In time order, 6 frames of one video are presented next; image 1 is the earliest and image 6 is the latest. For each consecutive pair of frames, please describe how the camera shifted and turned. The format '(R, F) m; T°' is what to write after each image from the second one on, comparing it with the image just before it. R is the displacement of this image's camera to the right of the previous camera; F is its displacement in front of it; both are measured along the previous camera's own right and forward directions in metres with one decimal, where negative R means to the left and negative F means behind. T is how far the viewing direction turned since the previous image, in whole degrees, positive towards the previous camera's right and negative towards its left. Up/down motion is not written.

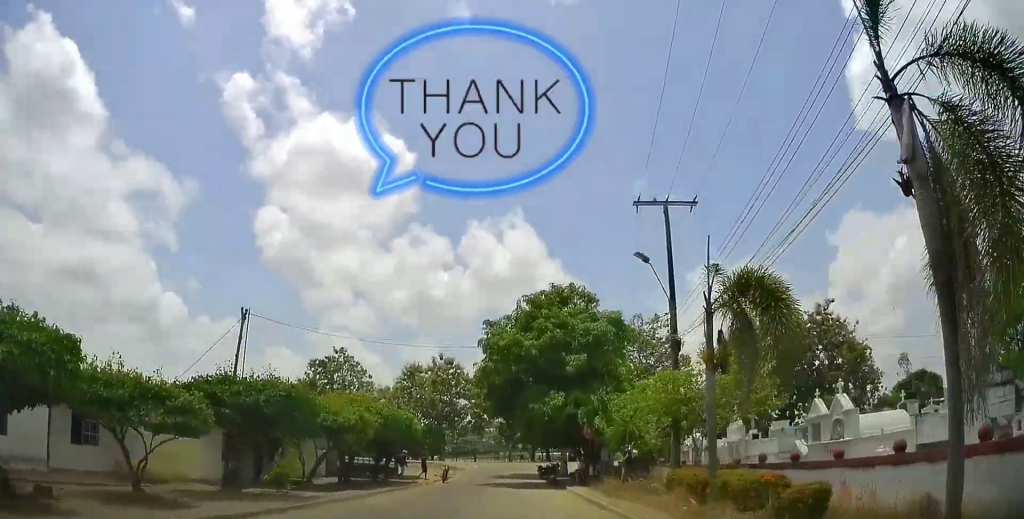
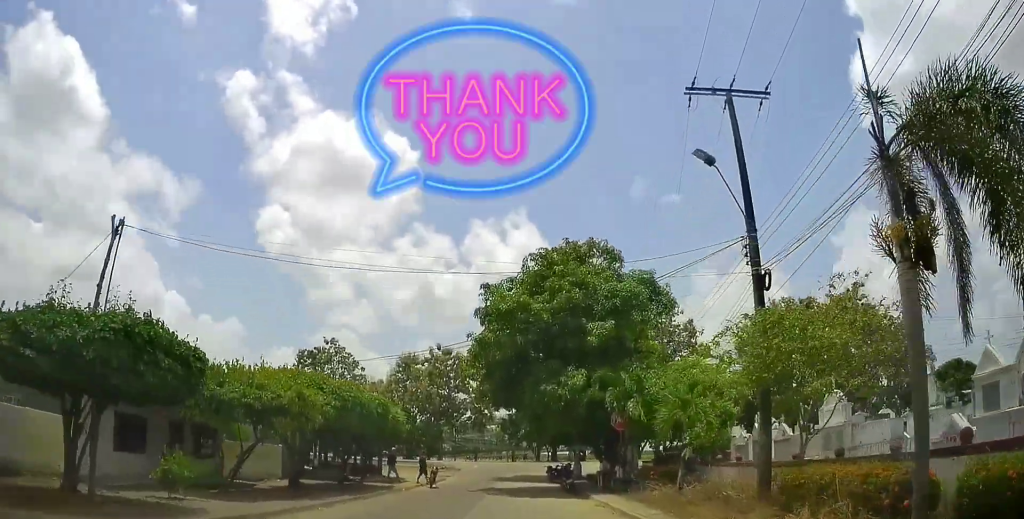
(-0.2, +6.9) m; 0°
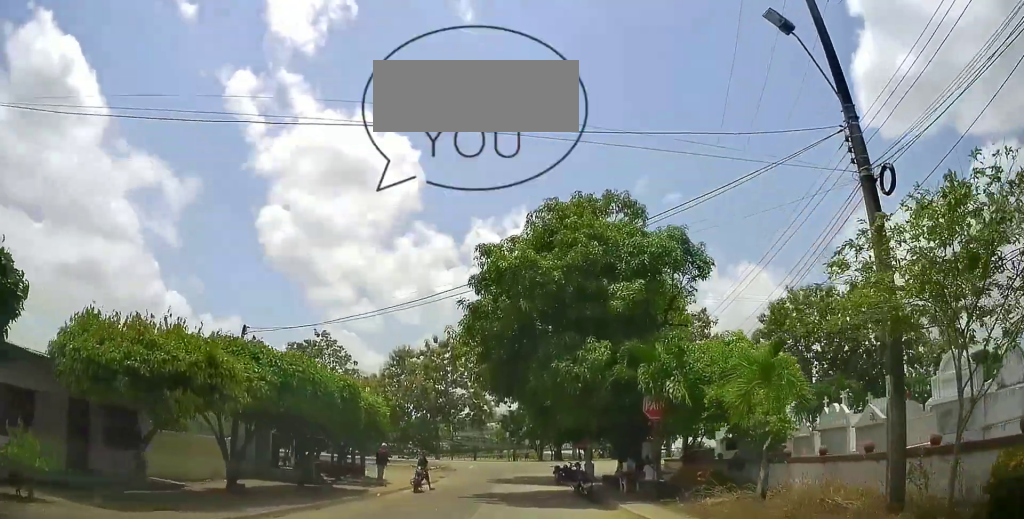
(0.0, +5.1) m; +2°
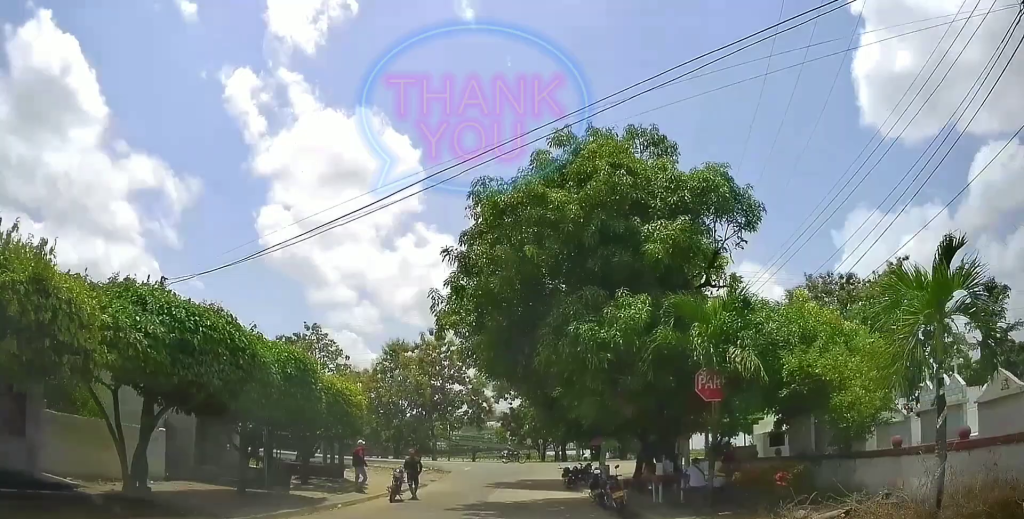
(+0.2, +4.7) m; +2°
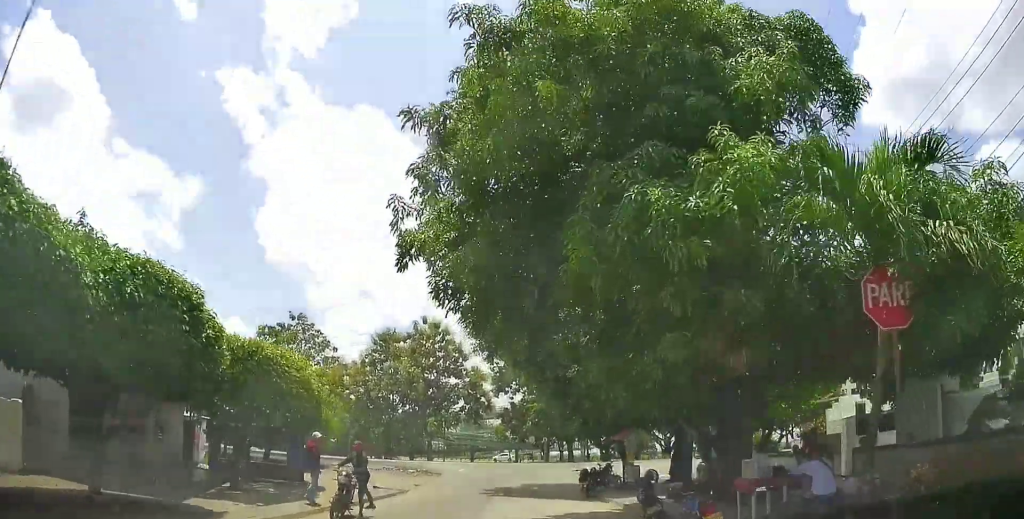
(+0.1, +6.2) m; +1°
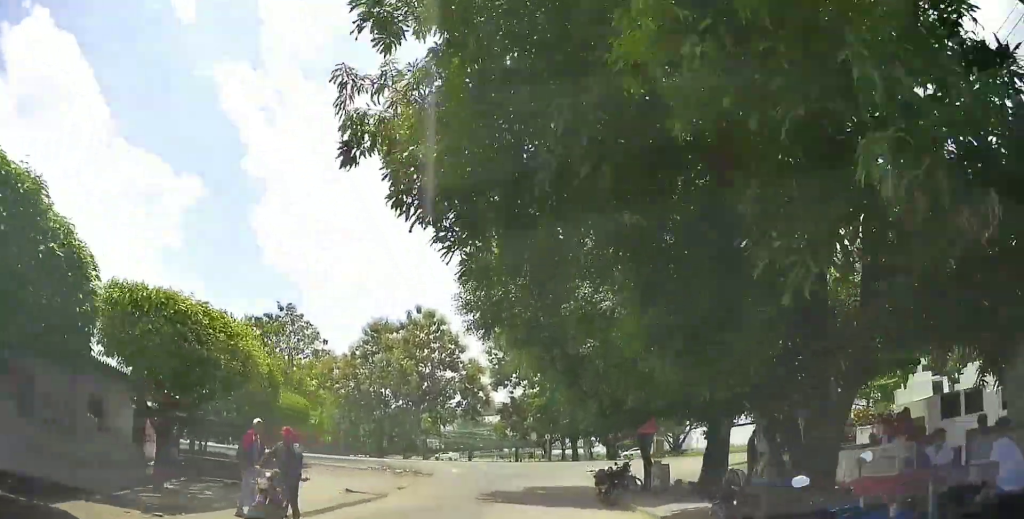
(0.0, +4.0) m; 0°
